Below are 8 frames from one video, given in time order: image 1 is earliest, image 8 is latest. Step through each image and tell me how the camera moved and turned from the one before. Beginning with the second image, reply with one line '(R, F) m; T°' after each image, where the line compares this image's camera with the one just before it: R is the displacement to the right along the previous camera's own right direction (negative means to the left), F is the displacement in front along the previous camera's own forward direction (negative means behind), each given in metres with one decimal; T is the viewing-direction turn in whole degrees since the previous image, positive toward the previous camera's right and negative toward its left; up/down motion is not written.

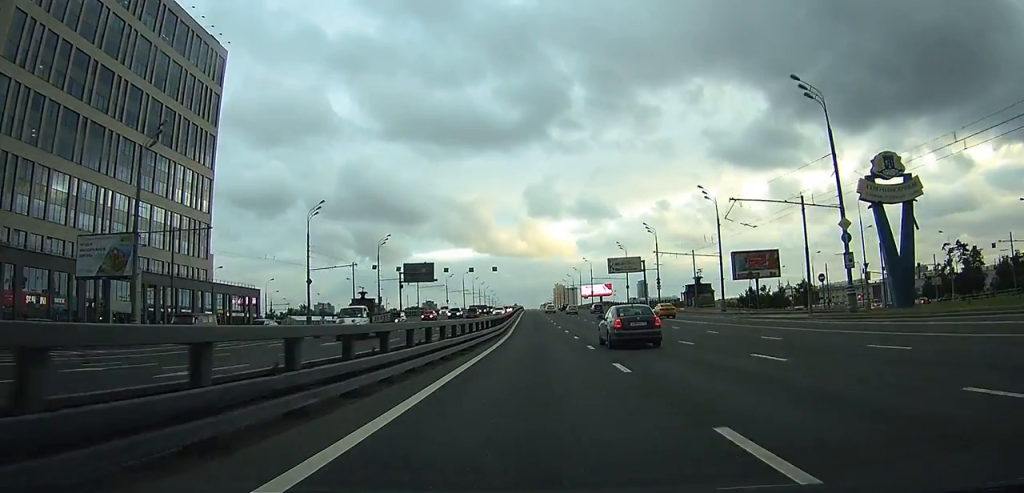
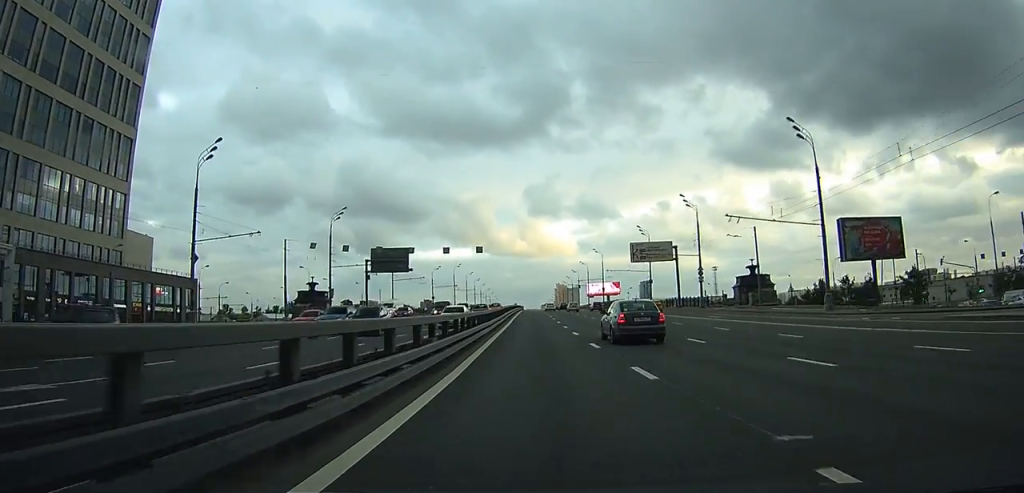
(-0.1, +25.5) m; 0°
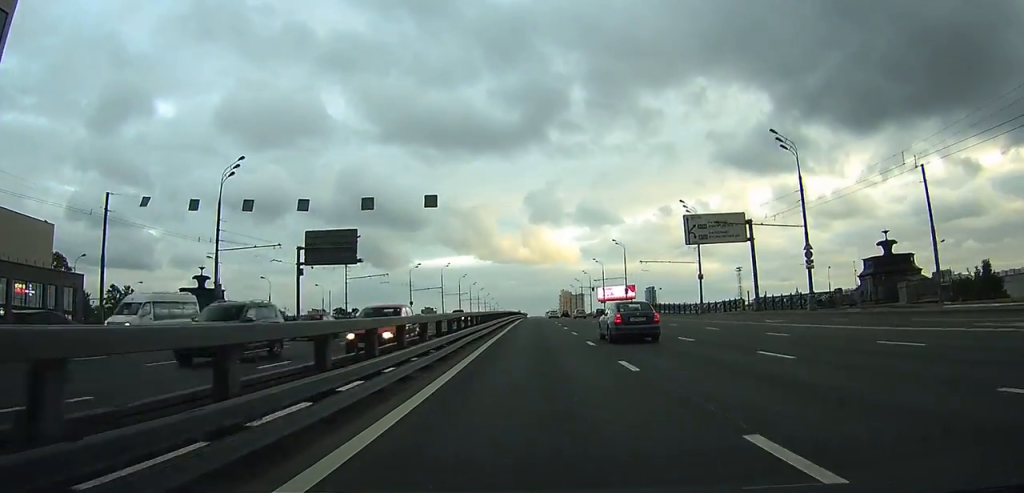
(-0.3, +30.7) m; -1°
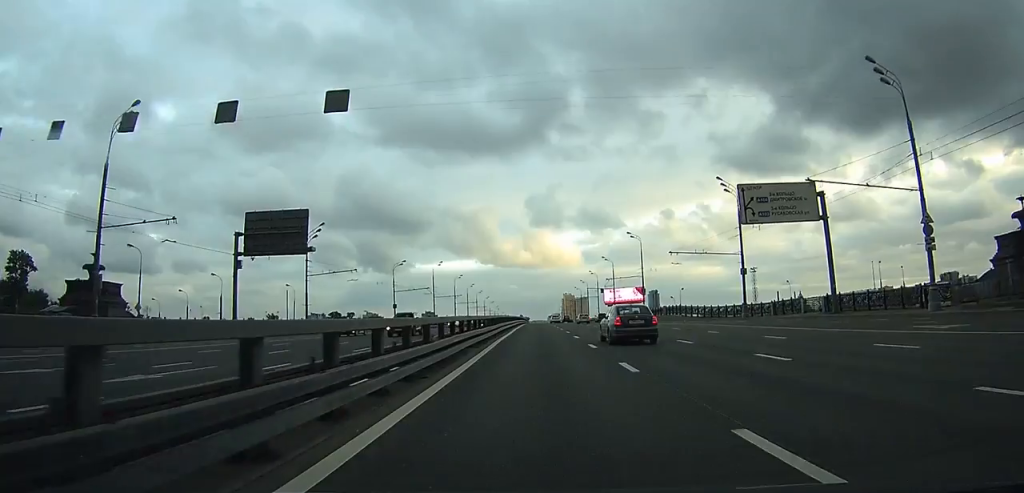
(0.0, +16.0) m; 0°
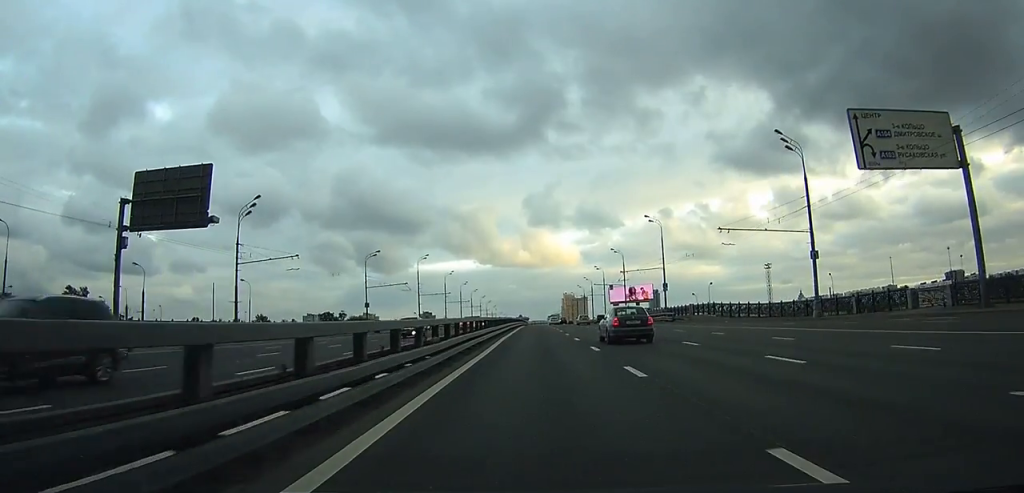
(0.0, +17.1) m; 0°
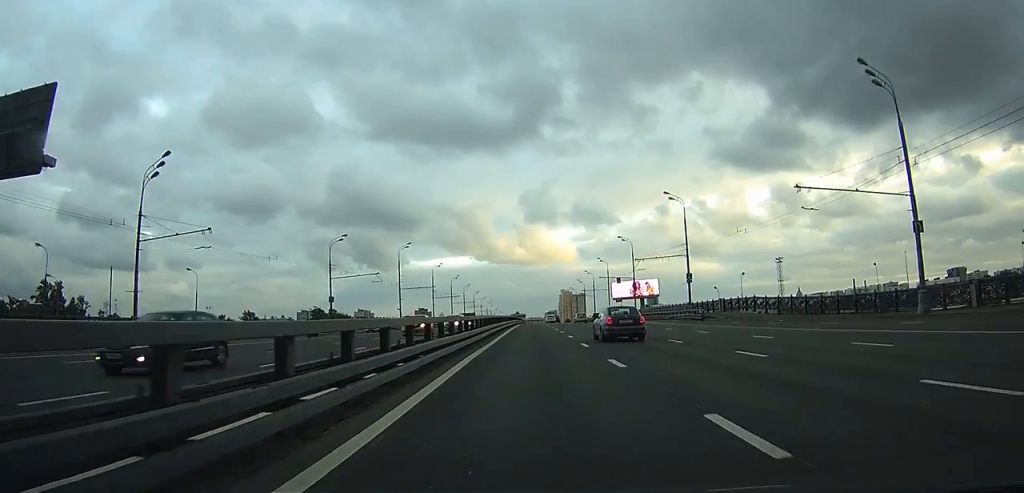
(0.0, +14.5) m; 0°
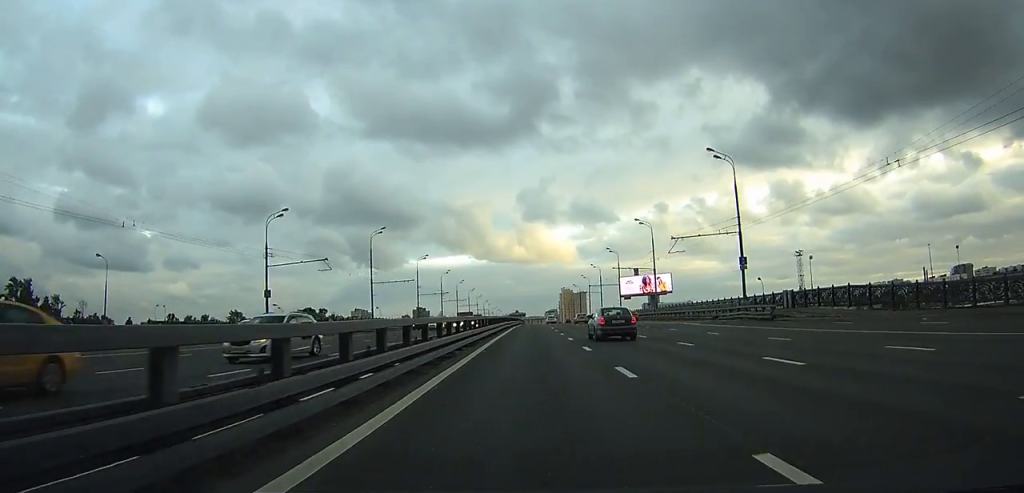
(0.0, +18.1) m; 0°
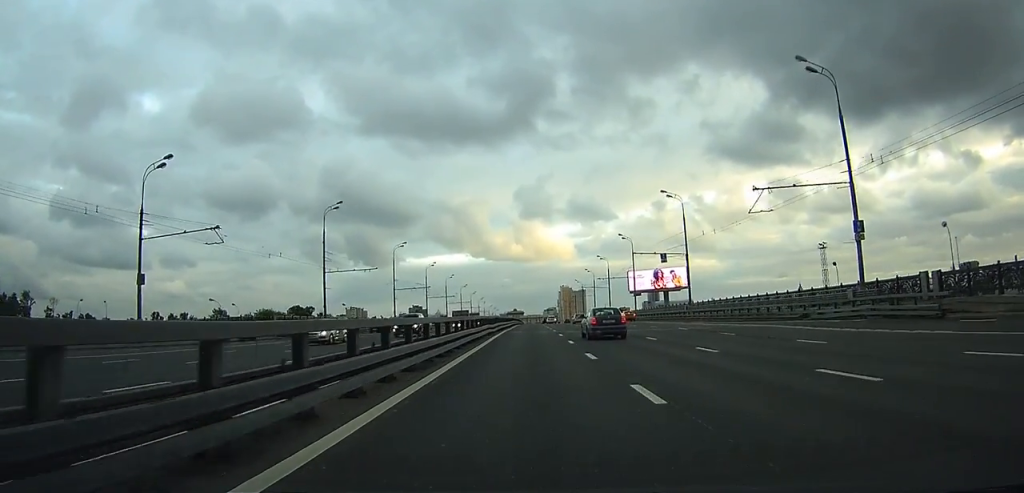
(0.0, +19.1) m; 0°
